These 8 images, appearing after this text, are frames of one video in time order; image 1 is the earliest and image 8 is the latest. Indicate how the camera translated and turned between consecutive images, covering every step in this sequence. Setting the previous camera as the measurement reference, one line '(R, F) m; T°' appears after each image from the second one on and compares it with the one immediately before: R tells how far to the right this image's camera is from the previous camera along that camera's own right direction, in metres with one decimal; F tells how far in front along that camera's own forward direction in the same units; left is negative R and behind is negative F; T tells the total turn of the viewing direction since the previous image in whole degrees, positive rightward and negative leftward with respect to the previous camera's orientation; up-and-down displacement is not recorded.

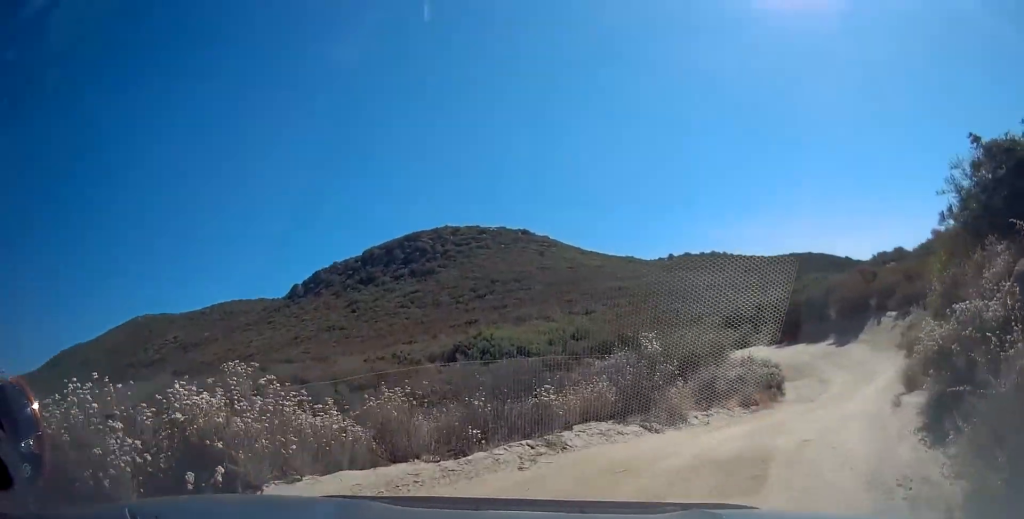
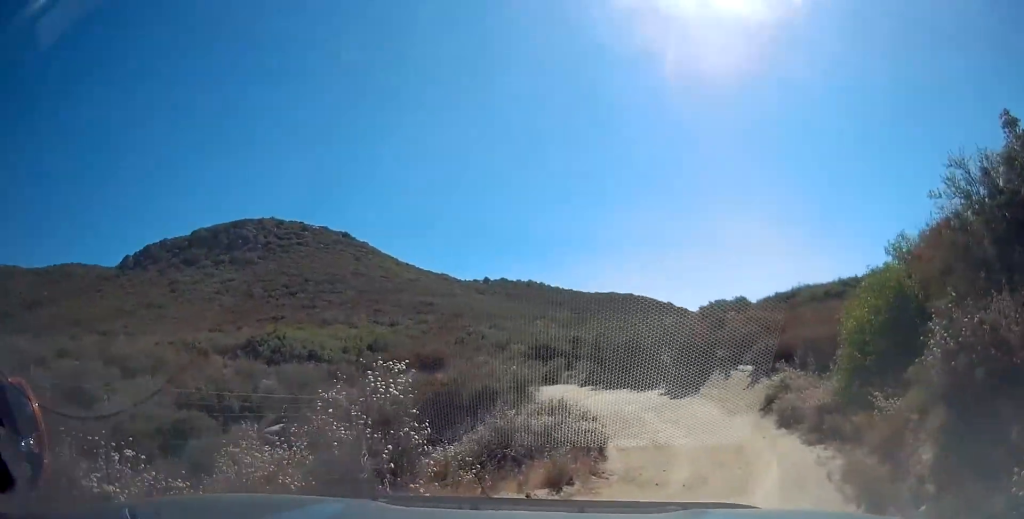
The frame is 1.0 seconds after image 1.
(+0.9, +5.3) m; +21°
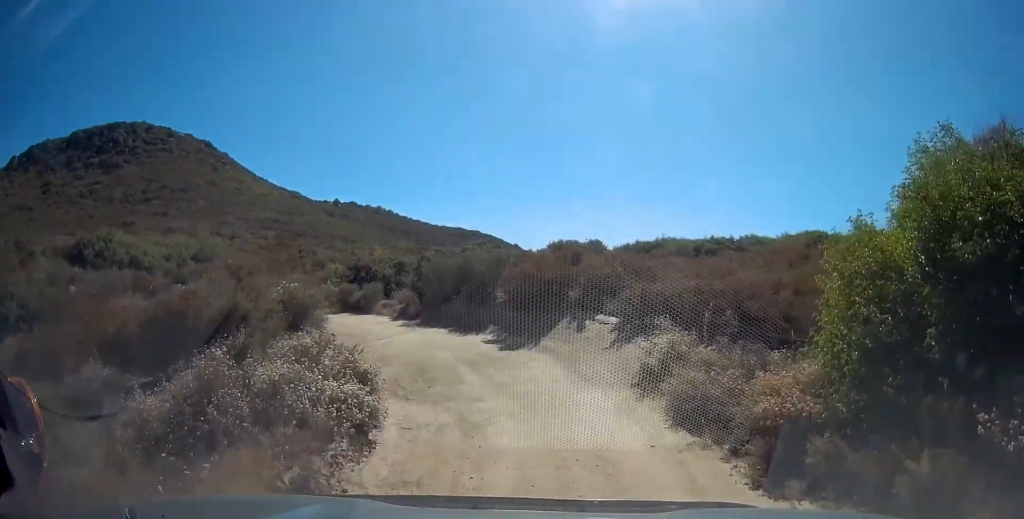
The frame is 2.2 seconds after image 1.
(+1.4, +6.4) m; +19°
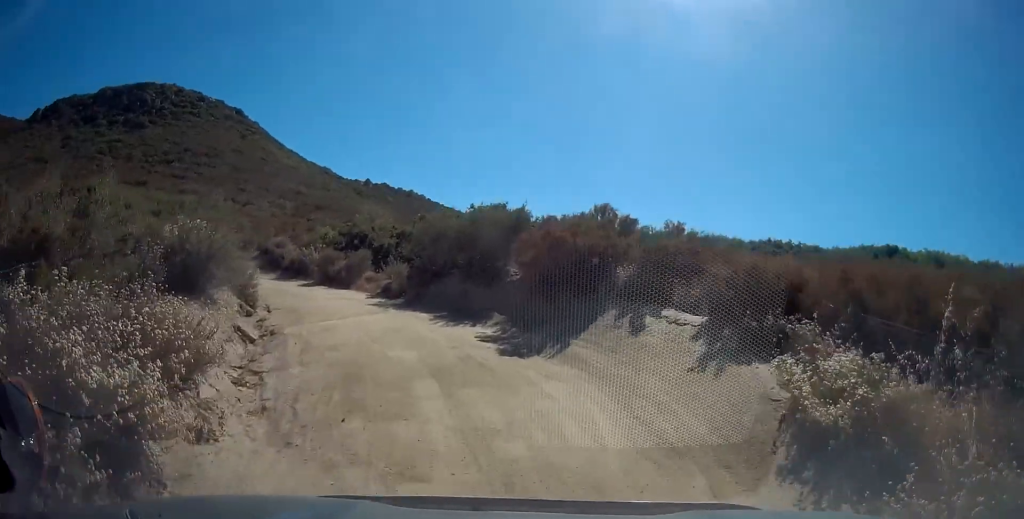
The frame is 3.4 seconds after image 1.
(+0.1, +7.2) m; -7°
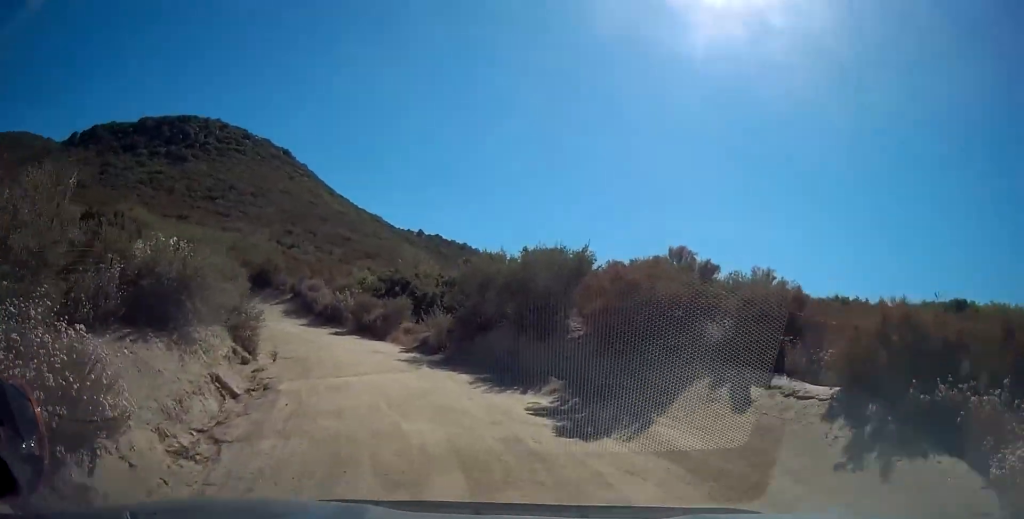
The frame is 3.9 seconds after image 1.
(-0.3, +2.8) m; -5°
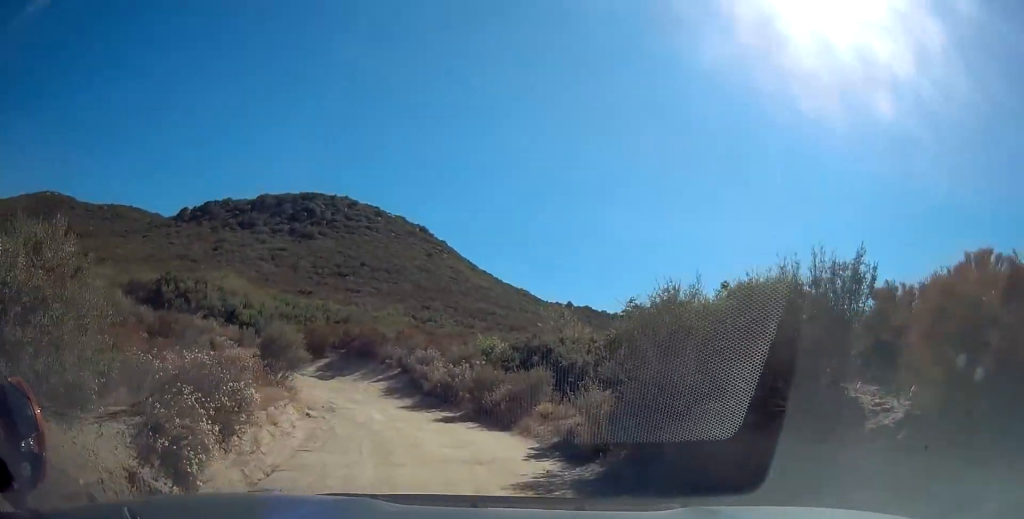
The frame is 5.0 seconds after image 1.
(-0.5, +7.1) m; -7°
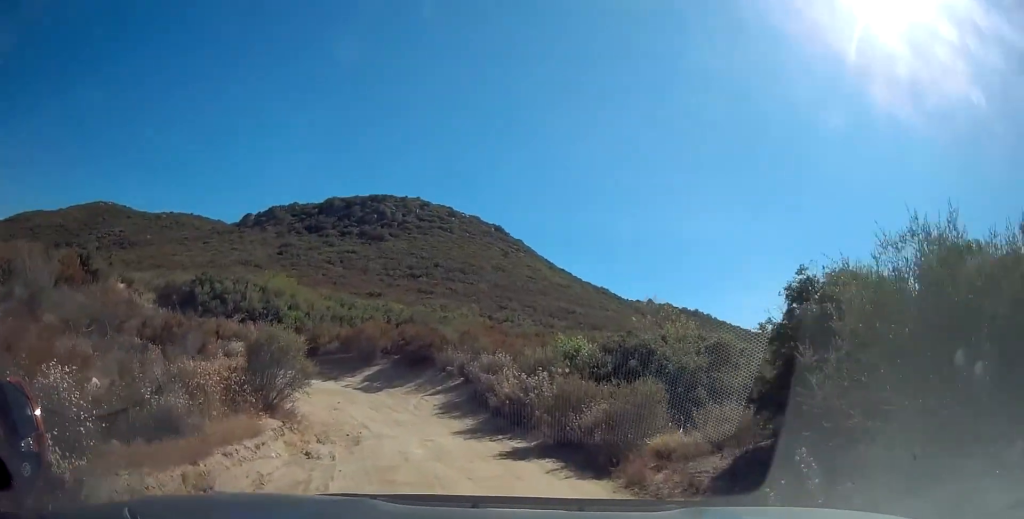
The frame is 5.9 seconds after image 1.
(-0.2, +5.1) m; -12°
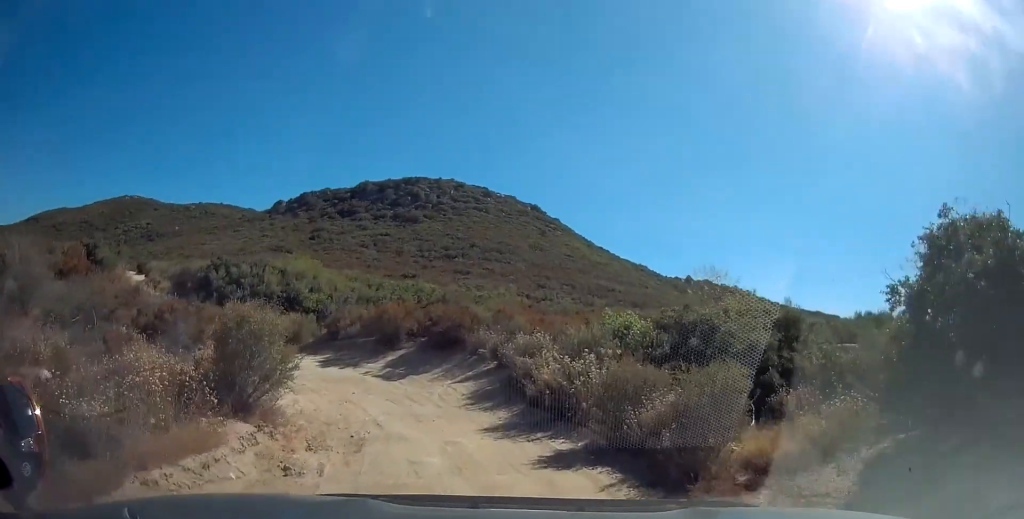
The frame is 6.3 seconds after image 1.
(-0.1, +2.6) m; -6°
